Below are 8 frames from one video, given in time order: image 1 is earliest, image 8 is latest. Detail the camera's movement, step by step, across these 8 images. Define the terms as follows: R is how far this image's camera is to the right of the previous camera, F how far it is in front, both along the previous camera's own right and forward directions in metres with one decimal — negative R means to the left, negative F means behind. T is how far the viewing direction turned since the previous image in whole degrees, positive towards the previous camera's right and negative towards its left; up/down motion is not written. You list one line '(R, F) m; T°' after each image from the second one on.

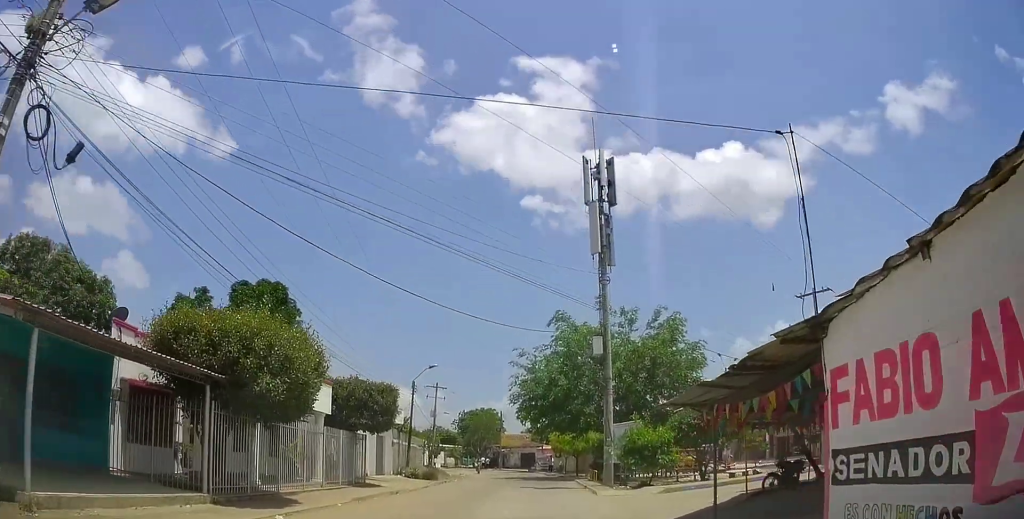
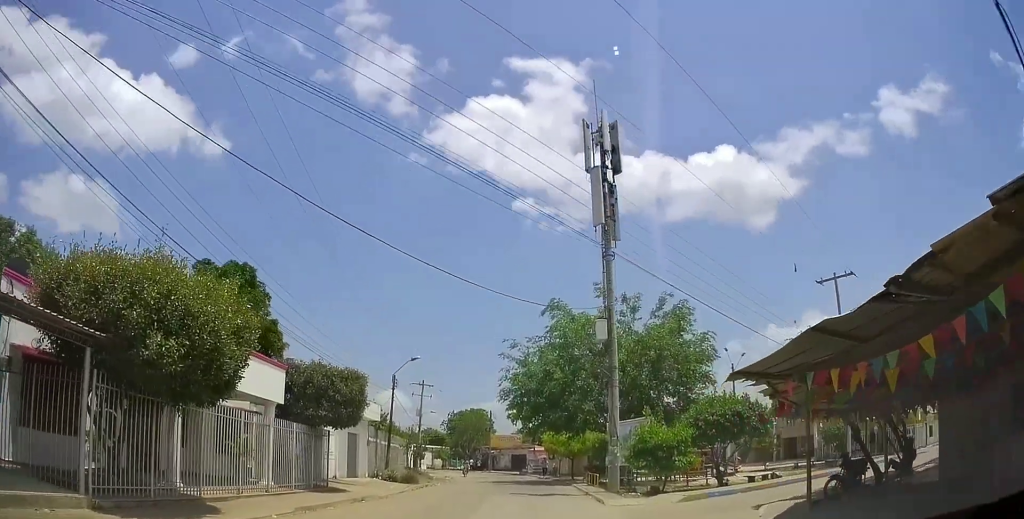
(+0.4, +4.2) m; +1°
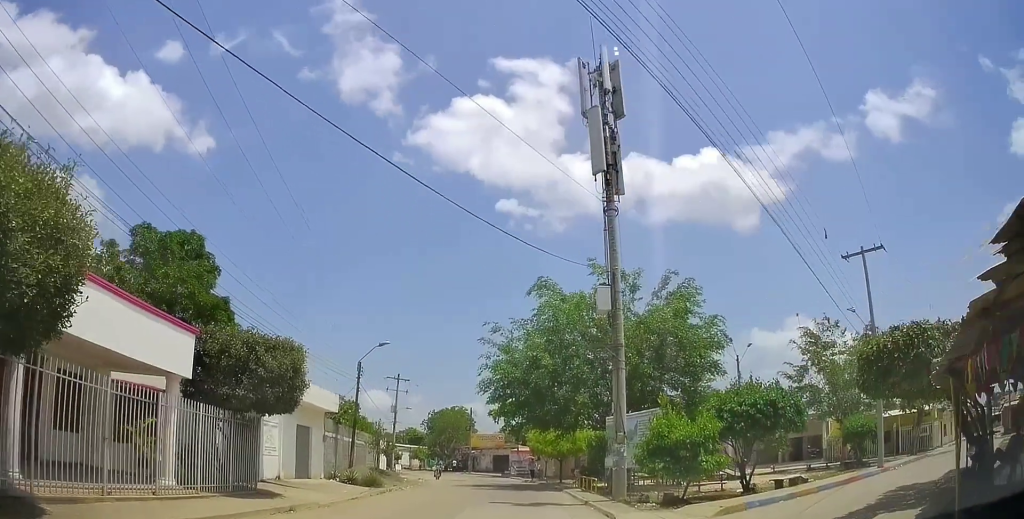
(-0.4, +5.4) m; -4°
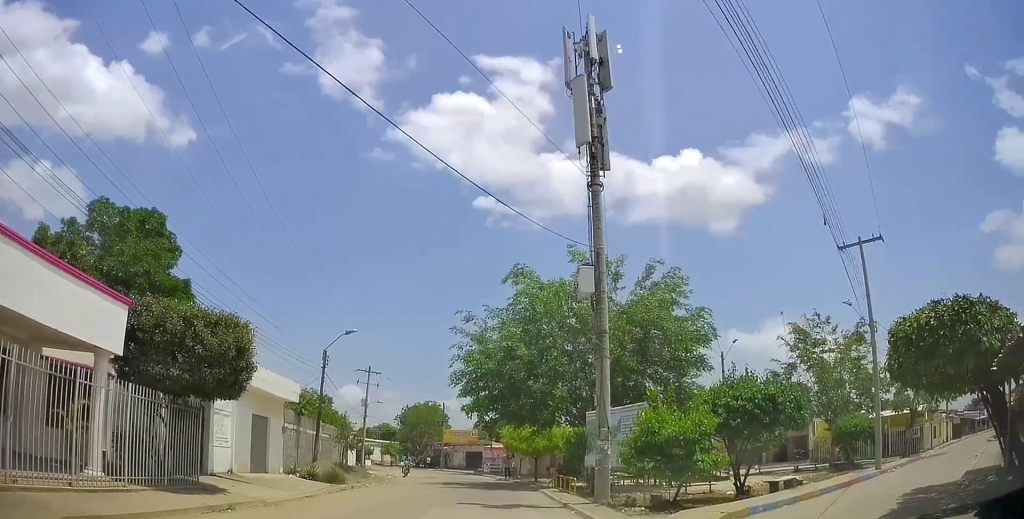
(0.0, +2.2) m; +2°
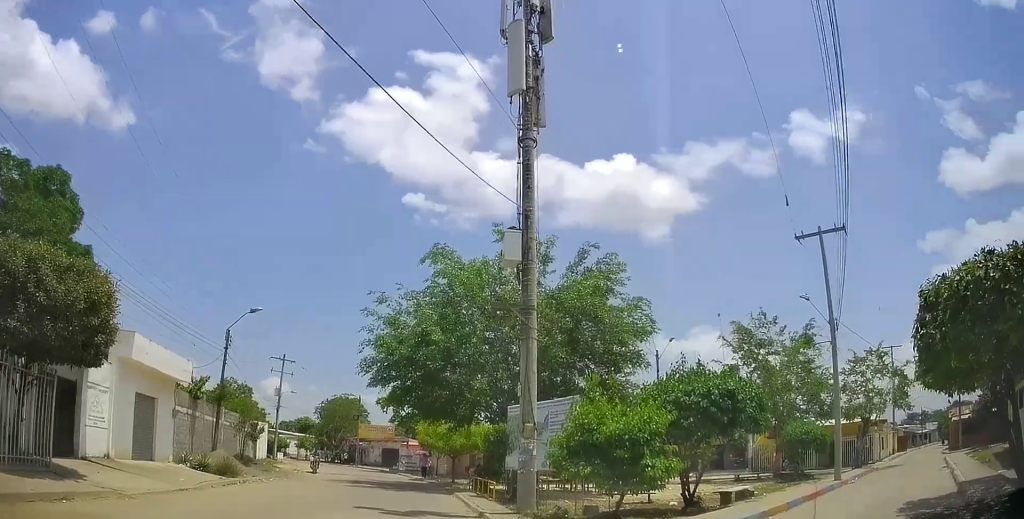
(-0.2, +3.2) m; +9°
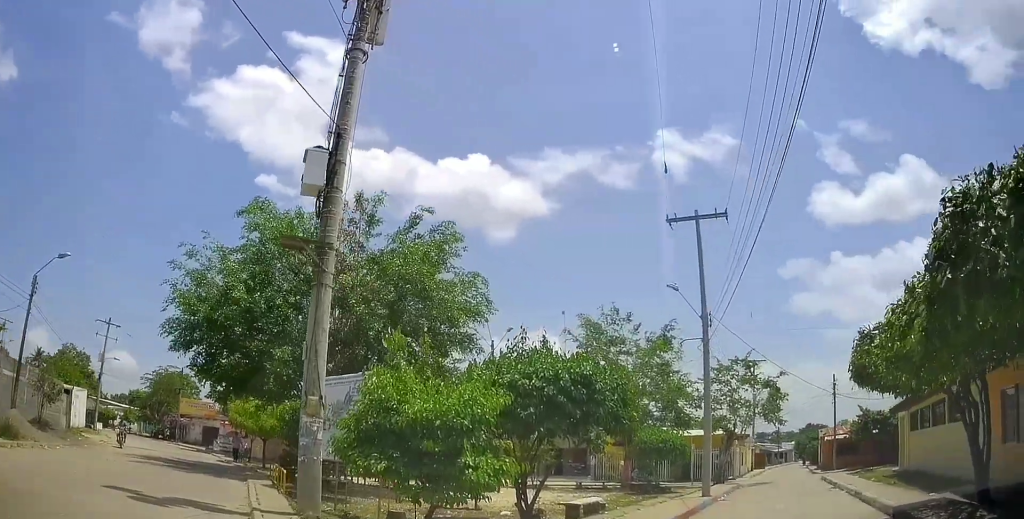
(+0.9, +3.7) m; +25°
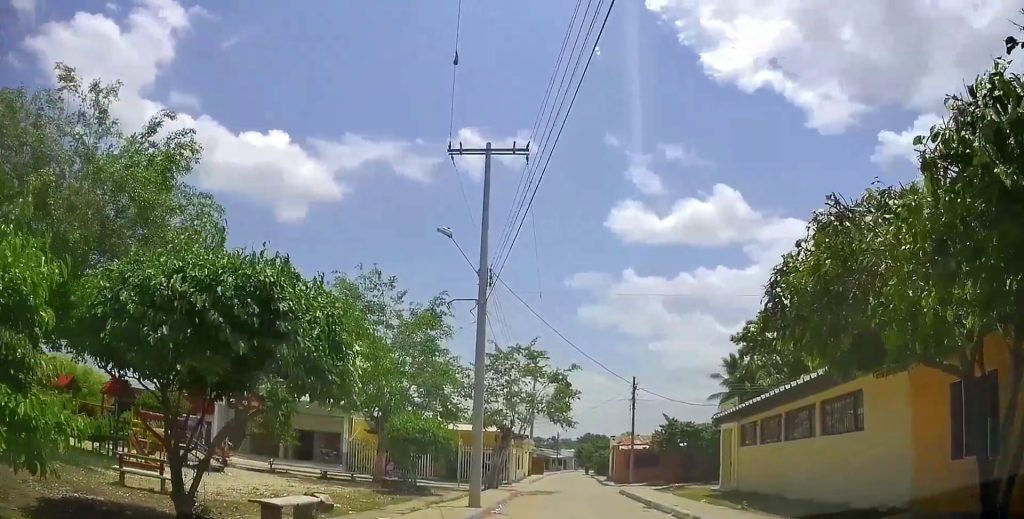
(+1.4, +5.4) m; +20°
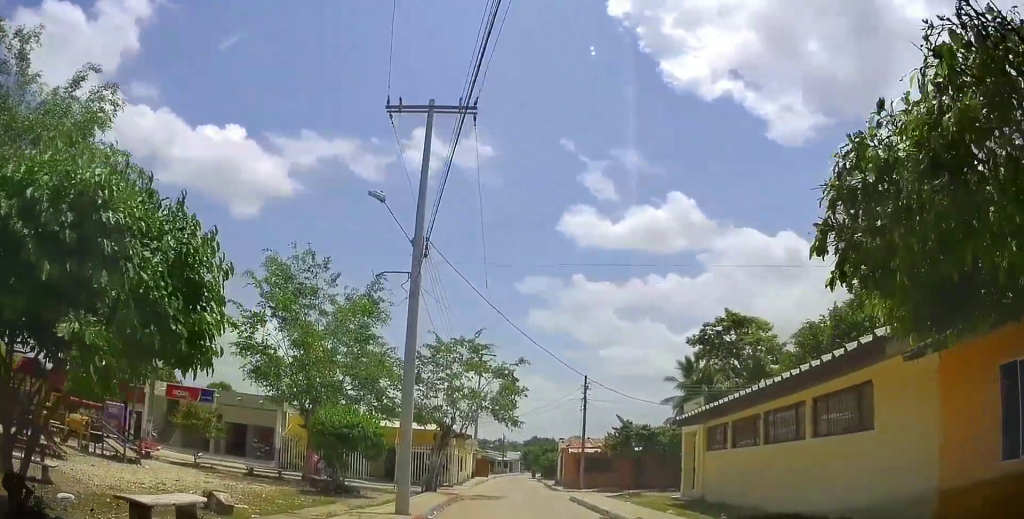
(0.0, +2.3) m; +5°
